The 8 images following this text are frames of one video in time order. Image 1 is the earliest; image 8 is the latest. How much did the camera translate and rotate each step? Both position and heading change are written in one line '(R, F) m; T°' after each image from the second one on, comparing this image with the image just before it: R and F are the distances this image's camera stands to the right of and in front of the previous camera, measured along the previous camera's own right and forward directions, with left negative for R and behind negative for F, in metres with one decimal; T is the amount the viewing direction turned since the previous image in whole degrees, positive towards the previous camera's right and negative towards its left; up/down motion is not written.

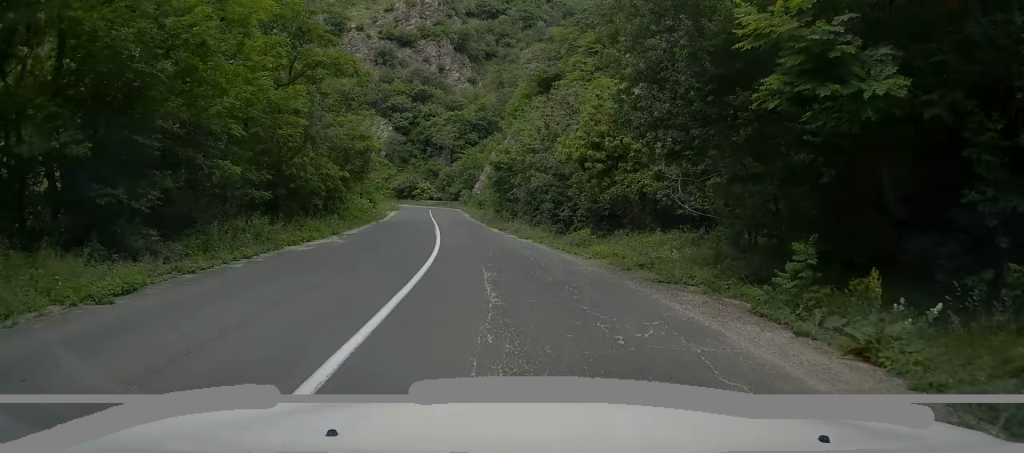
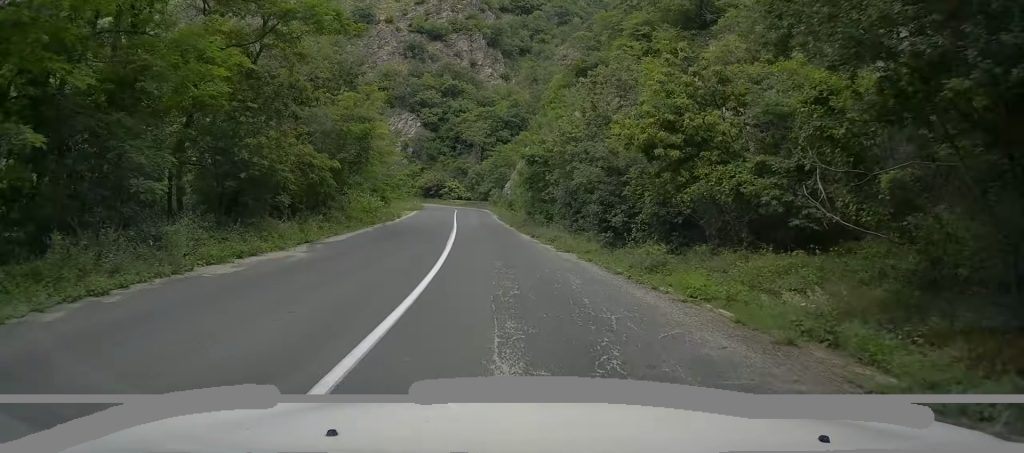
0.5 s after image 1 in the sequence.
(-0.1, +5.8) m; -3°
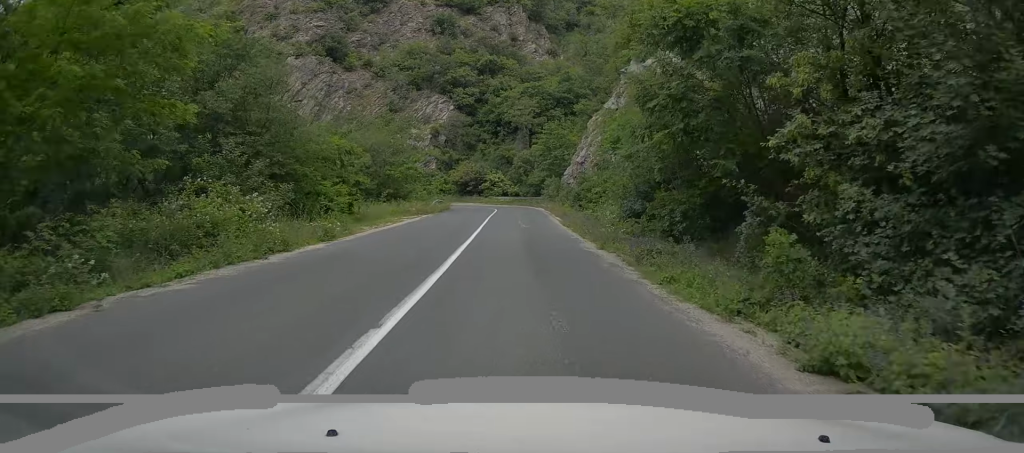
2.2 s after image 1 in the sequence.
(-1.6, +22.3) m; -5°
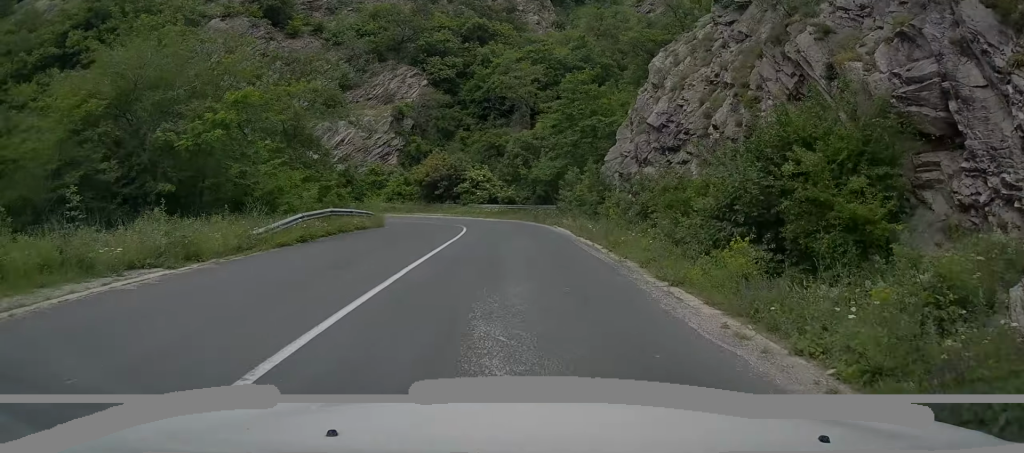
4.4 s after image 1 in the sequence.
(+0.3, +28.5) m; +2°
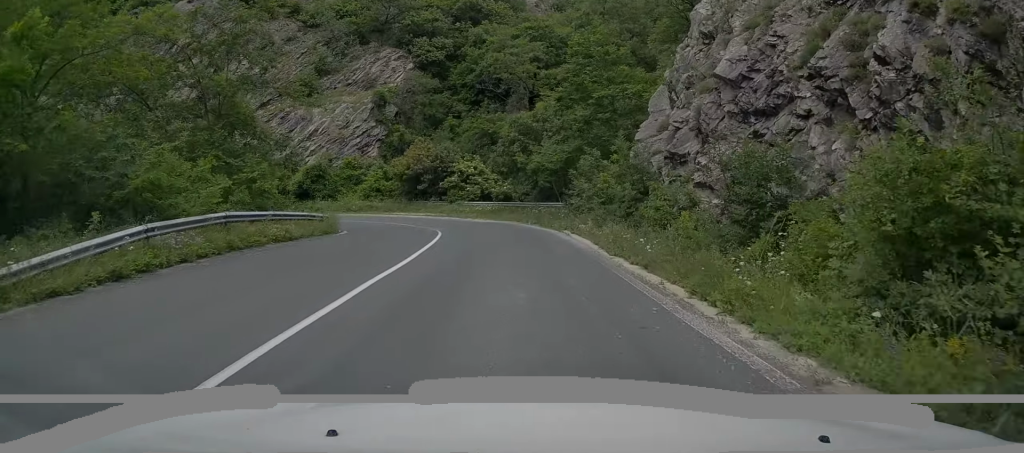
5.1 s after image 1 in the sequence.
(0.0, +8.0) m; 0°
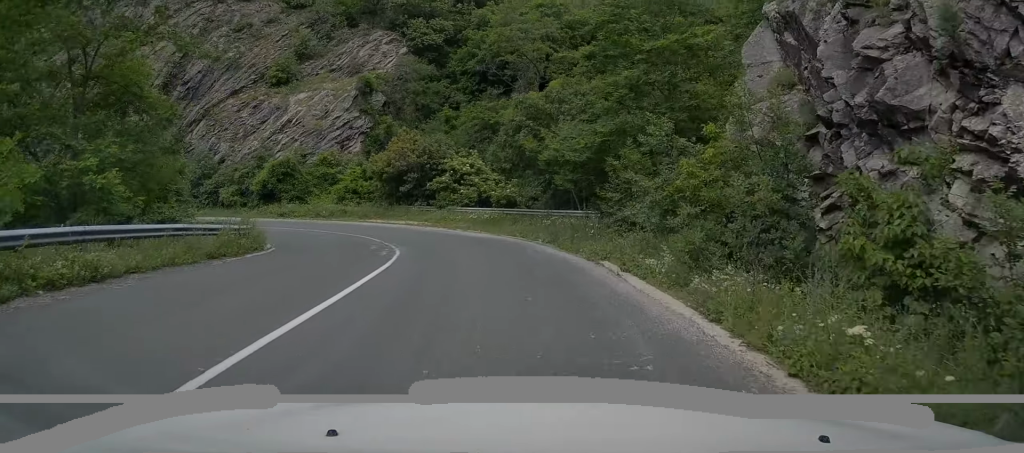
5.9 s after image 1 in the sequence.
(0.0, +8.9) m; -2°
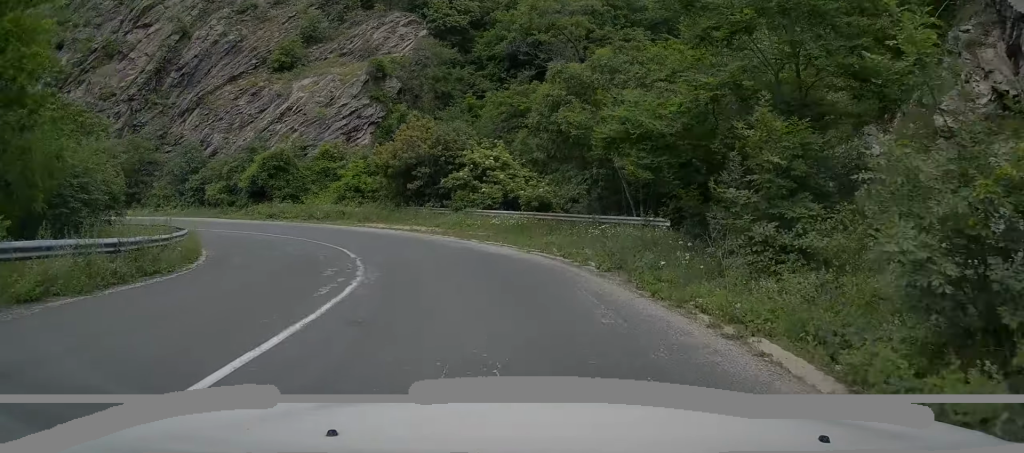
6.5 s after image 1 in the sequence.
(+0.1, +7.0) m; -3°
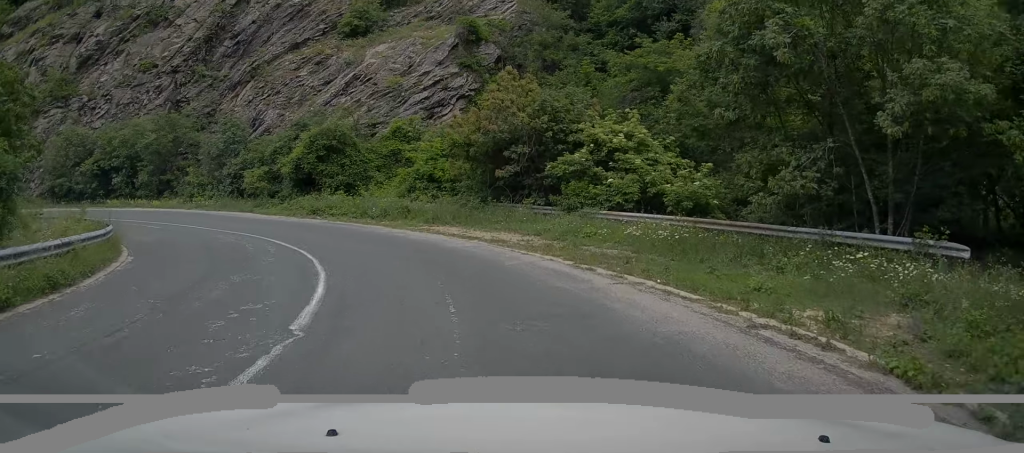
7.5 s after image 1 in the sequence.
(-0.7, +10.0) m; -12°
